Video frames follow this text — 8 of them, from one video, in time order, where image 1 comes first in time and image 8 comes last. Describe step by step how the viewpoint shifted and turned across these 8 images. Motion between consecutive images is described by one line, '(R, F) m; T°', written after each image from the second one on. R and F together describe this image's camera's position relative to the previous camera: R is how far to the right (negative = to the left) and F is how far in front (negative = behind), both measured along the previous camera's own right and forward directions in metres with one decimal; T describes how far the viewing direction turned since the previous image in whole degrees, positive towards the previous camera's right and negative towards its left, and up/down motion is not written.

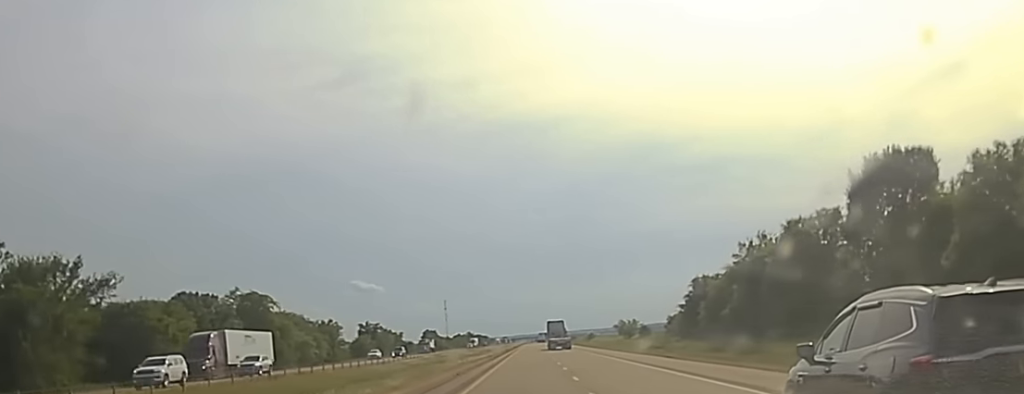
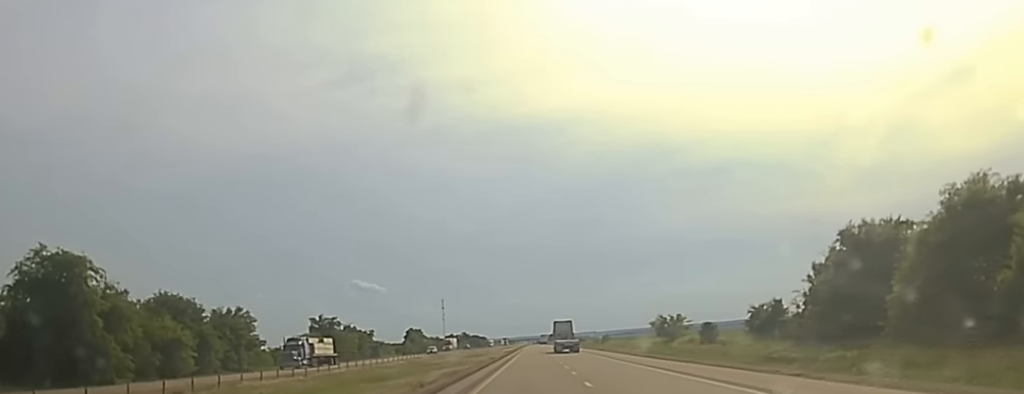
(+0.4, +72.8) m; 0°
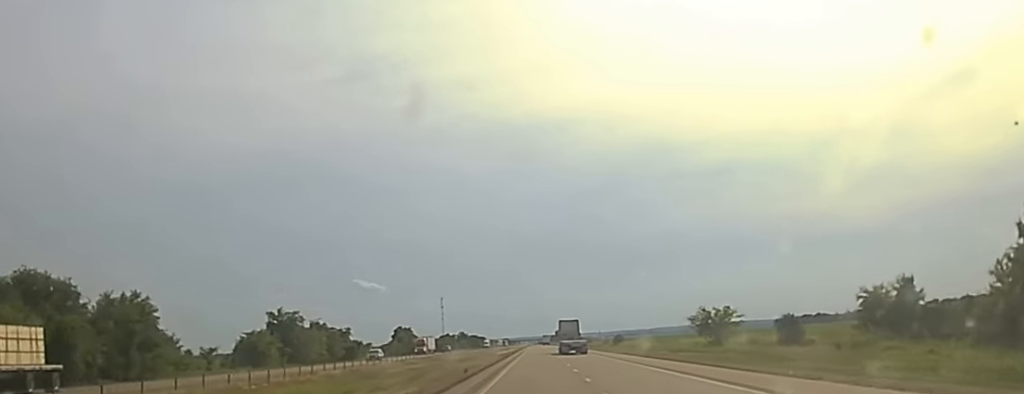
(0.0, +42.7) m; 0°
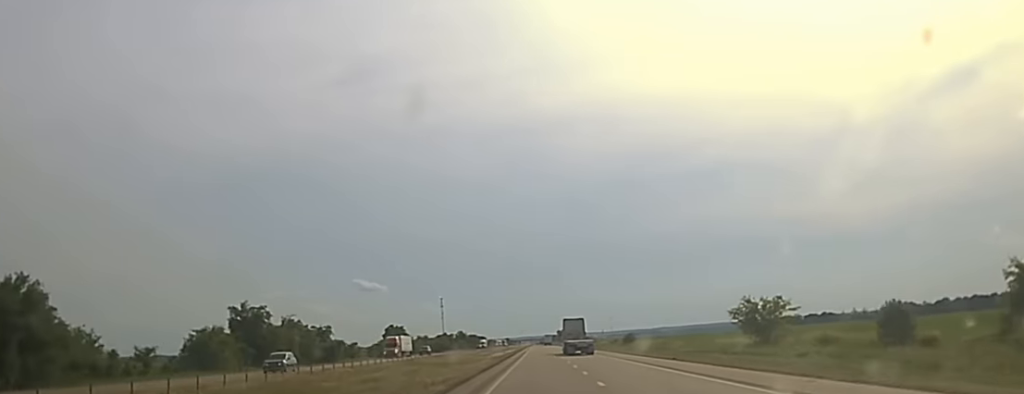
(-0.1, +29.2) m; 0°
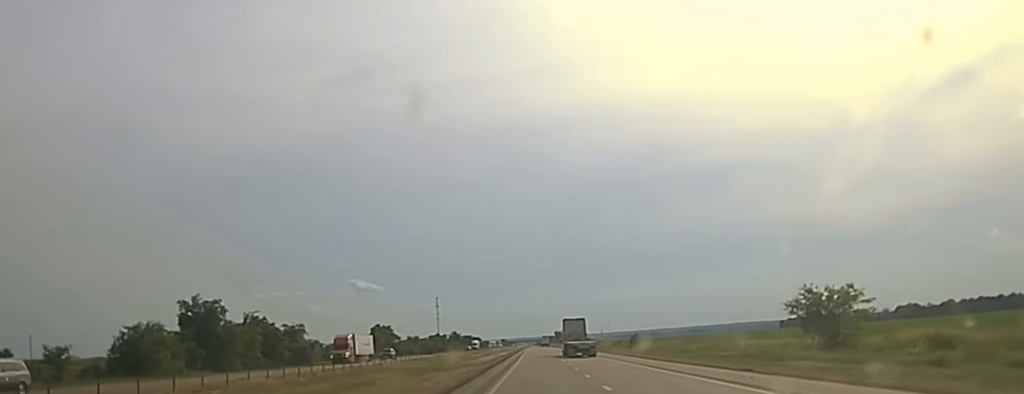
(-0.1, +25.5) m; 0°
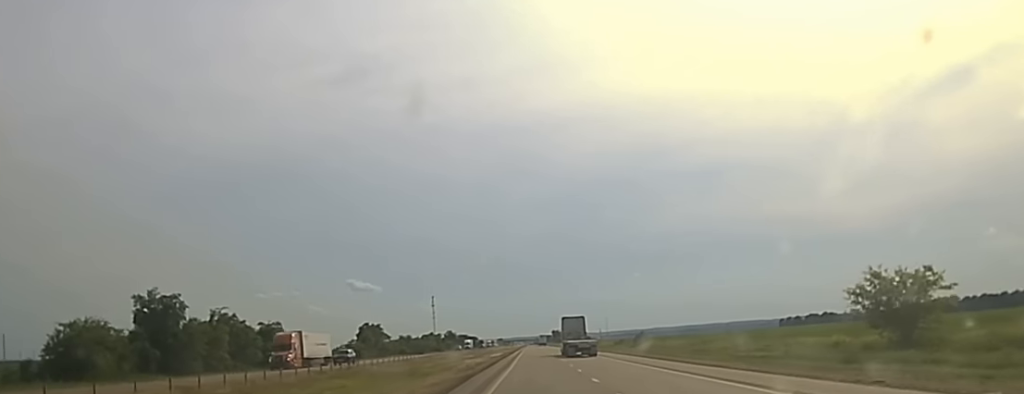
(+0.3, +18.4) m; 0°
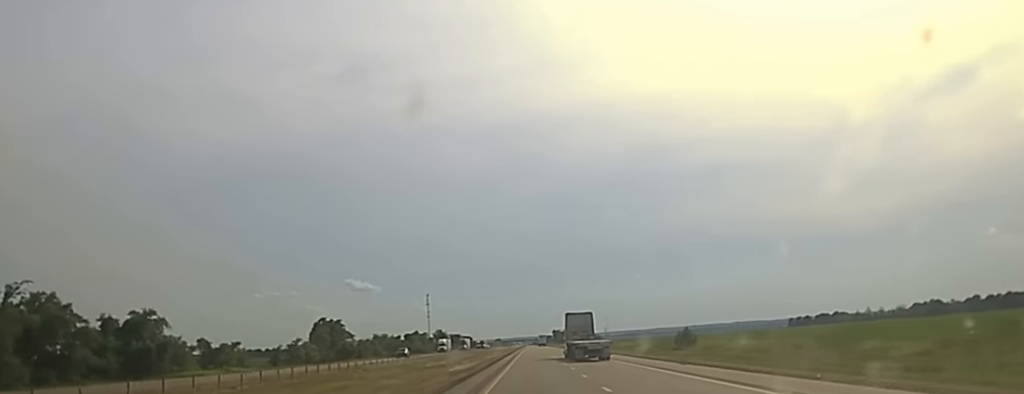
(-0.1, +64.9) m; 0°
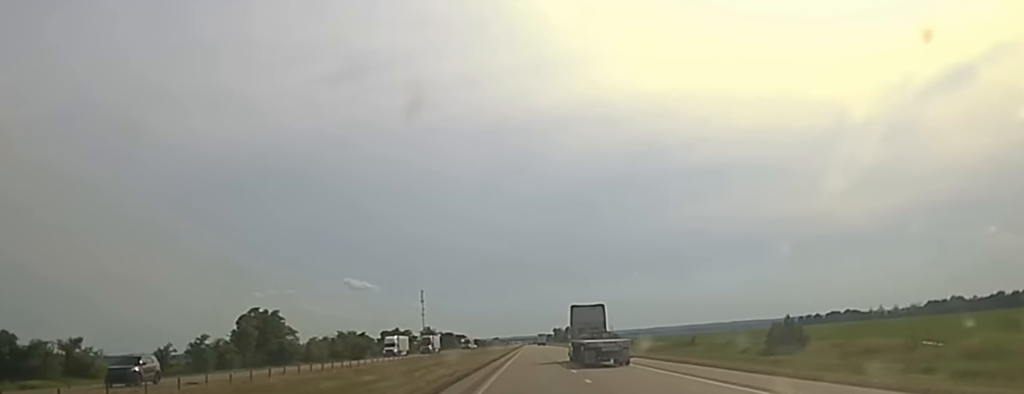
(0.0, +64.0) m; 0°
